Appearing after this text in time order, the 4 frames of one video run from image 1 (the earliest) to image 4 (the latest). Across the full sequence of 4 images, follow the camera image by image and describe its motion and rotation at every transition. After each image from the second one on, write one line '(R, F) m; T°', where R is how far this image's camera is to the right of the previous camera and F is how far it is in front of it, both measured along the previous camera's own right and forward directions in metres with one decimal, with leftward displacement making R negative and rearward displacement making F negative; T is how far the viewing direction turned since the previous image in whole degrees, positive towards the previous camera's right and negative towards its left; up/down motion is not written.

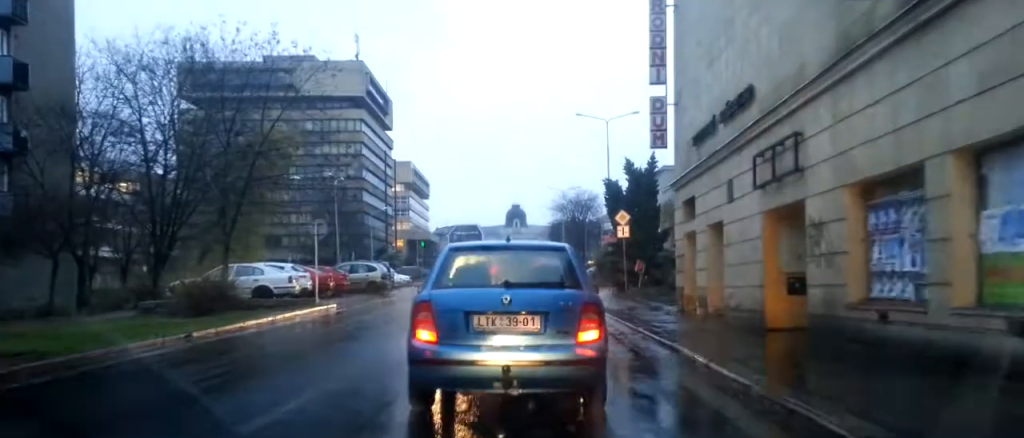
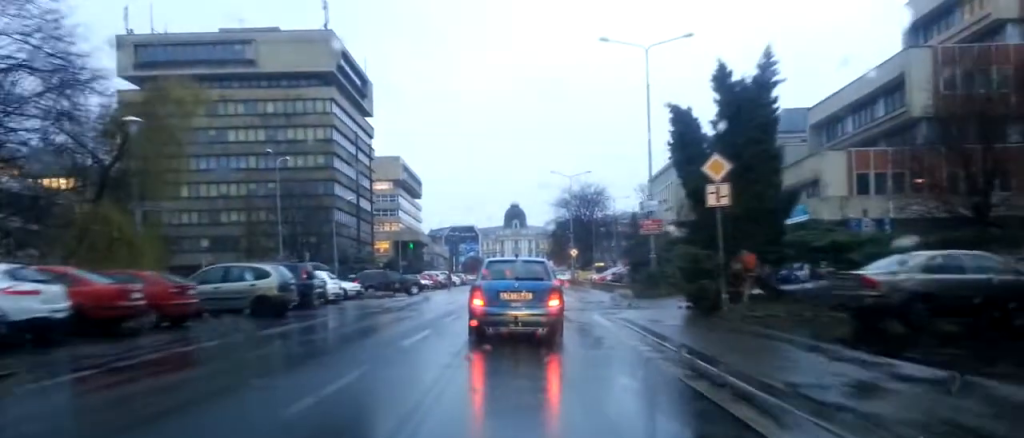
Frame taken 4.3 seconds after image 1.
(+2.2, +16.7) m; +7°
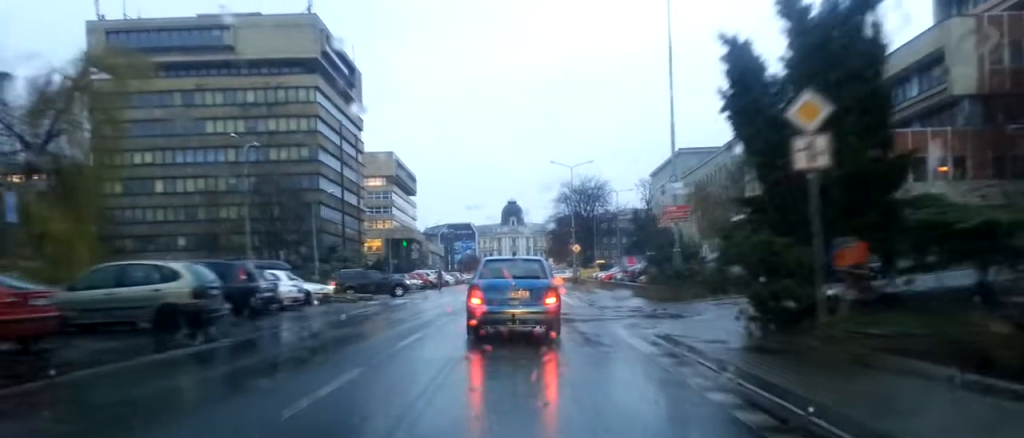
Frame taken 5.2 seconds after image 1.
(-0.4, +5.6) m; 0°
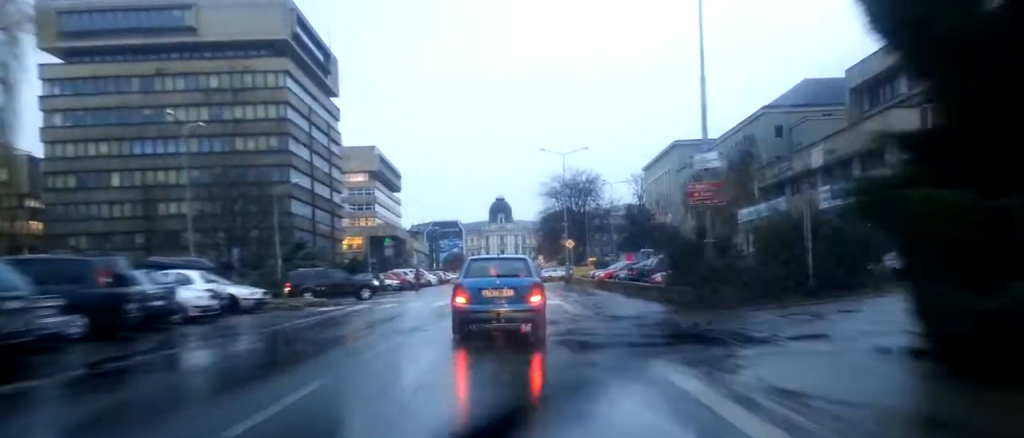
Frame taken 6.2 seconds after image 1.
(+0.5, +6.1) m; +4°
